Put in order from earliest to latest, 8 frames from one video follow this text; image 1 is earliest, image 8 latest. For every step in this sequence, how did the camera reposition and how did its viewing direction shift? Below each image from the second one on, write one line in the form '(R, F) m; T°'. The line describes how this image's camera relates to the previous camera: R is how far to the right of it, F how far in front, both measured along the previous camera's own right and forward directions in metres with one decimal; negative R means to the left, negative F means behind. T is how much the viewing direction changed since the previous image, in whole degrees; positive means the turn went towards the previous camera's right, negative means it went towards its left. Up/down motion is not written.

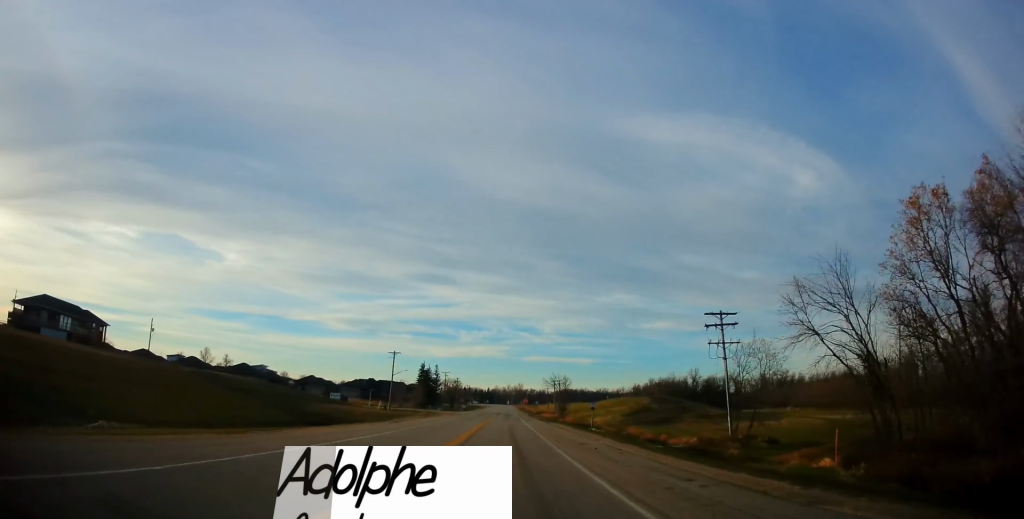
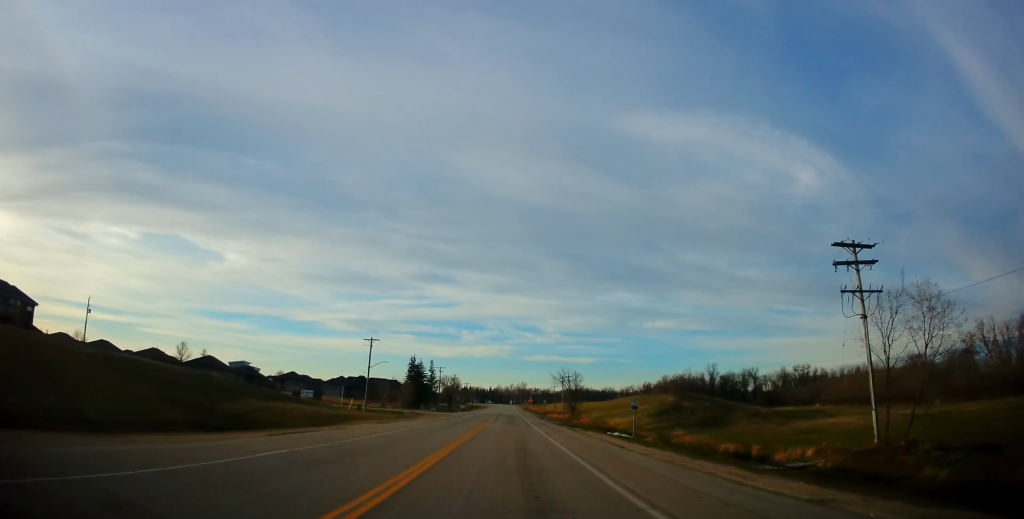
(-0.4, +19.9) m; -1°
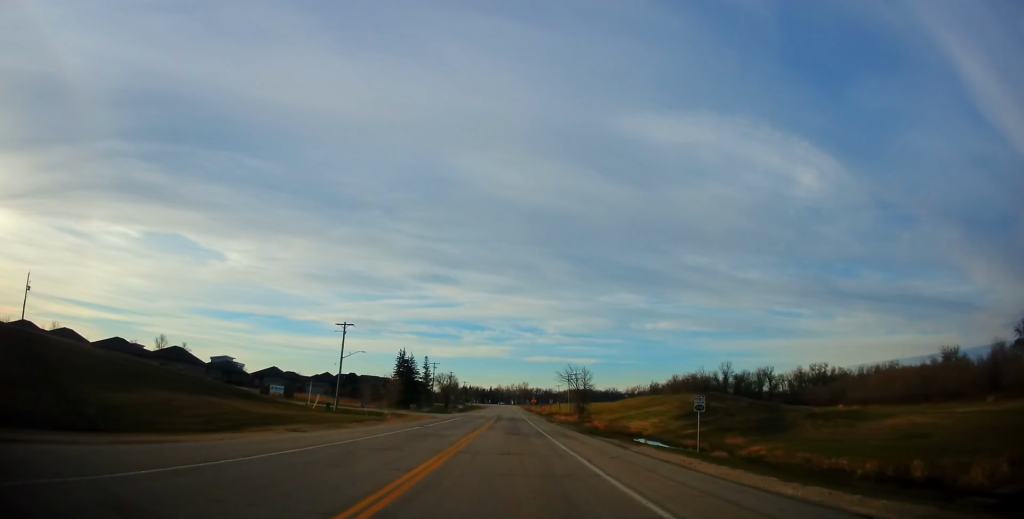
(-0.2, +15.0) m; +1°
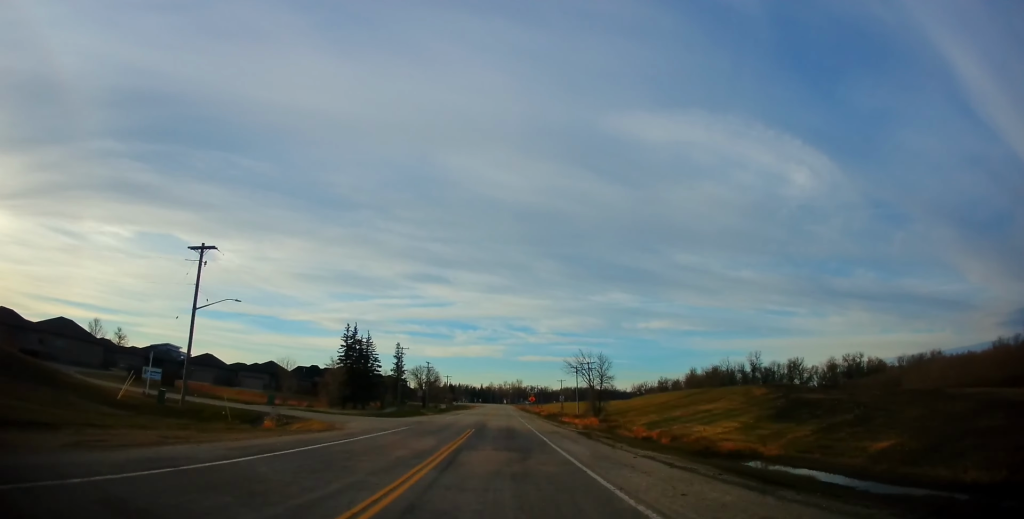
(+0.7, +32.9) m; 0°
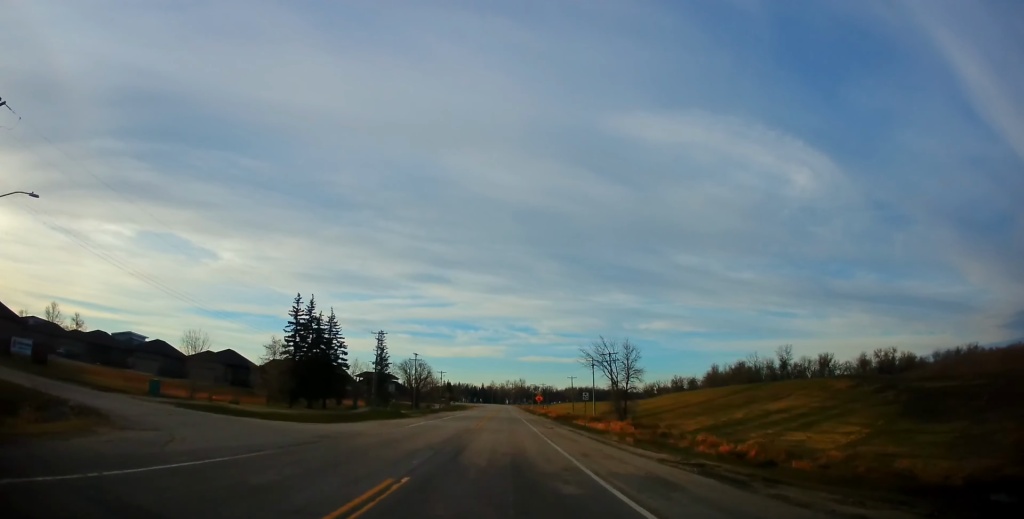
(0.0, +19.7) m; 0°
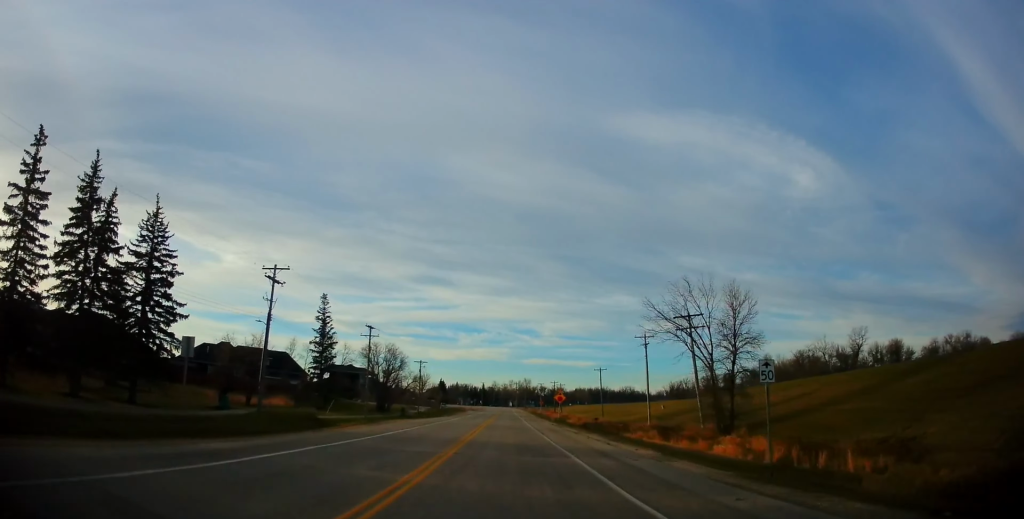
(-0.1, +41.0) m; 0°
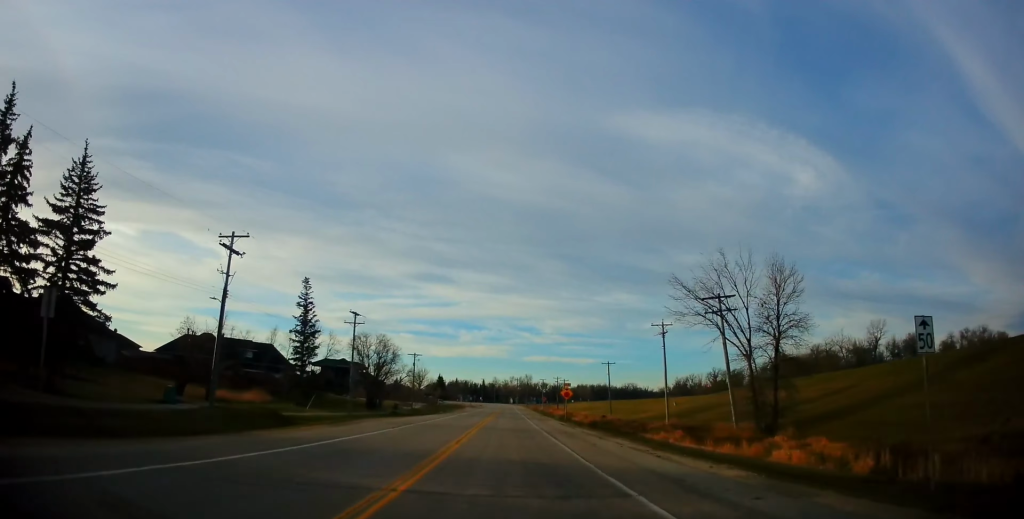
(+0.1, +8.2) m; 0°
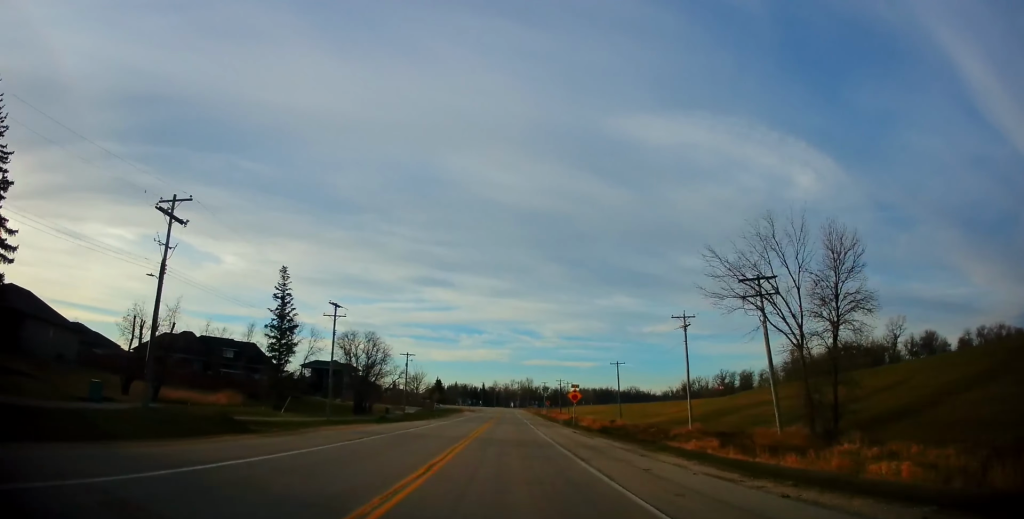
(0.0, +8.0) m; 0°
